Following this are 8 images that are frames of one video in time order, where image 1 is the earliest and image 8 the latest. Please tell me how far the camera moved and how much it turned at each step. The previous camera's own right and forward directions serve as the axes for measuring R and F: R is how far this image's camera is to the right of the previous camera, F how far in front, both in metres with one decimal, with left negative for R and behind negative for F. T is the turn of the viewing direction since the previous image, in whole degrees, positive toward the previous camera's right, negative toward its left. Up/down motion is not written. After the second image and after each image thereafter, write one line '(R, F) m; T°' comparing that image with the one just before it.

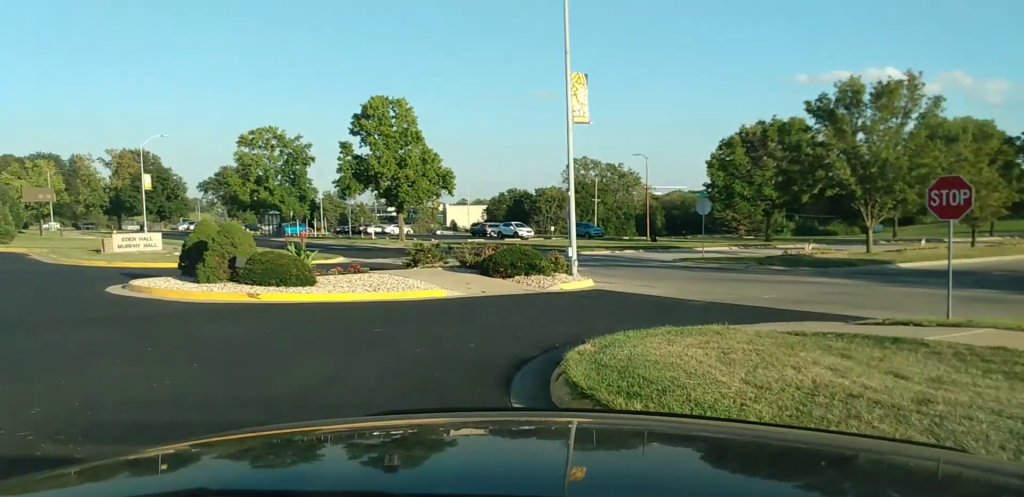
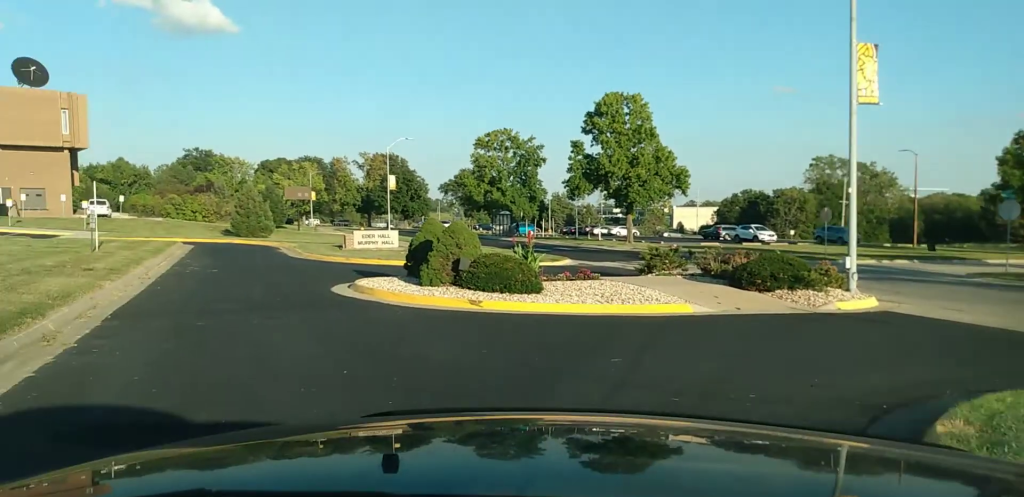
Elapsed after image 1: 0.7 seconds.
(-0.2, +2.7) m; -12°
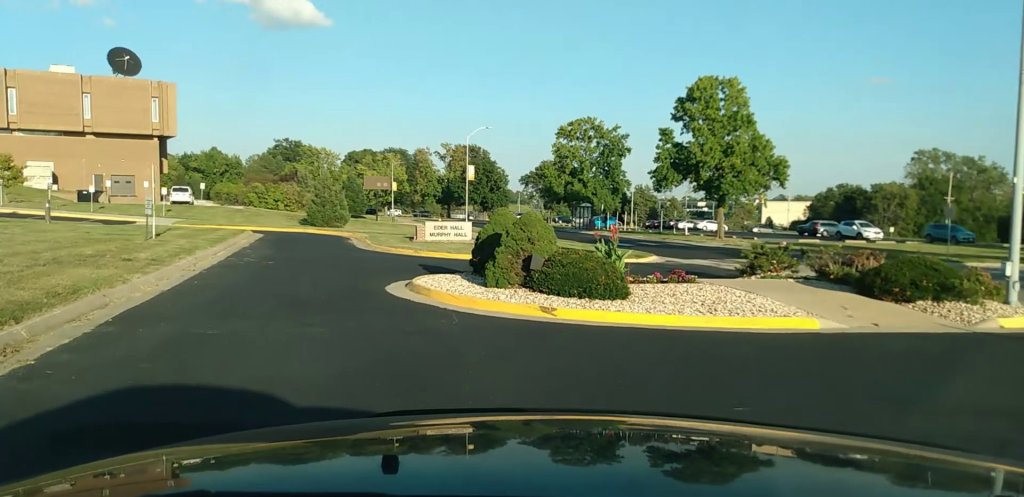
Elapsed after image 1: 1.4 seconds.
(-0.3, +2.7) m; -1°
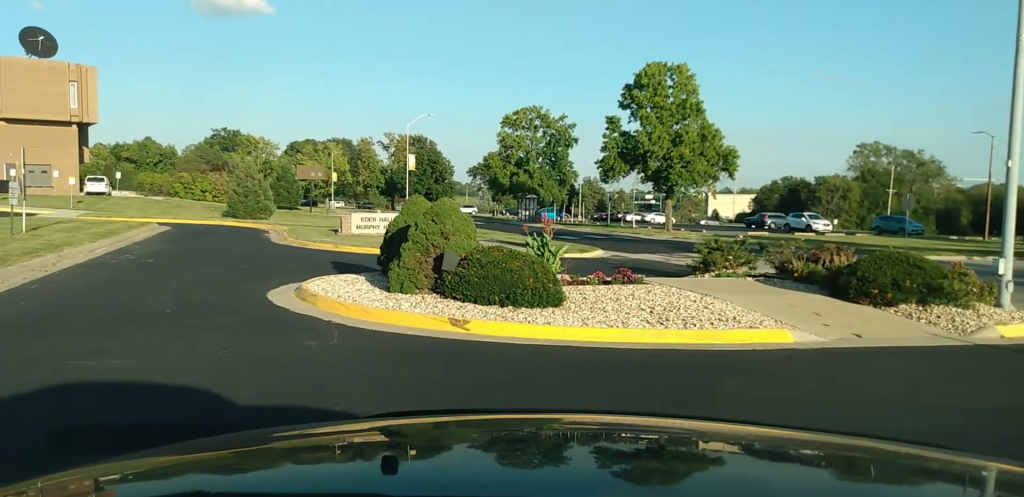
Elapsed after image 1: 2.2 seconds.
(0.0, +2.9) m; +3°
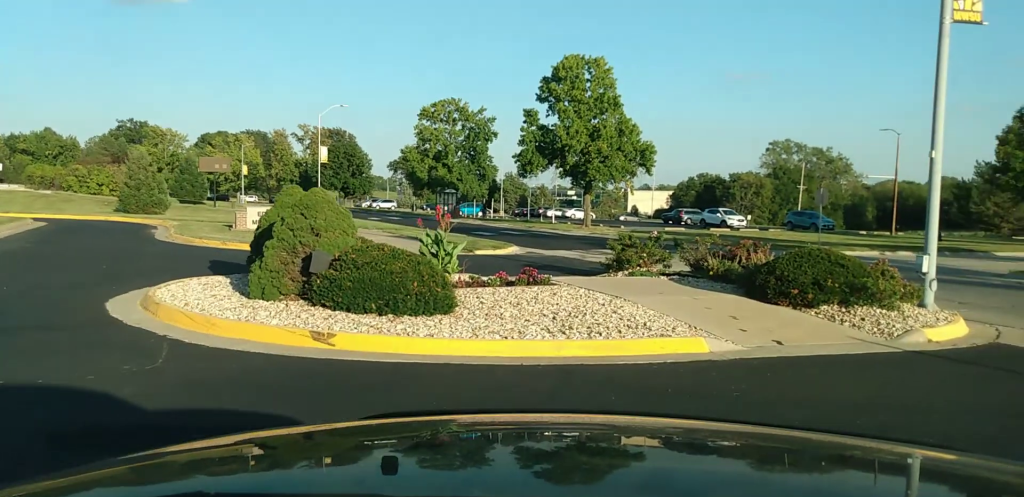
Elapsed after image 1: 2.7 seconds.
(0.0, +1.8) m; +4°
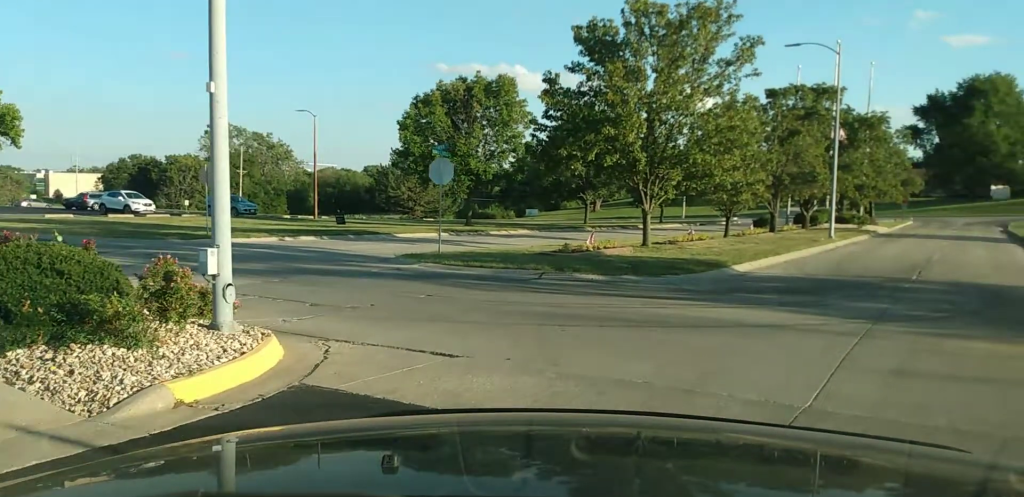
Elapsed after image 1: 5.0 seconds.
(+1.6, +6.5) m; +32°
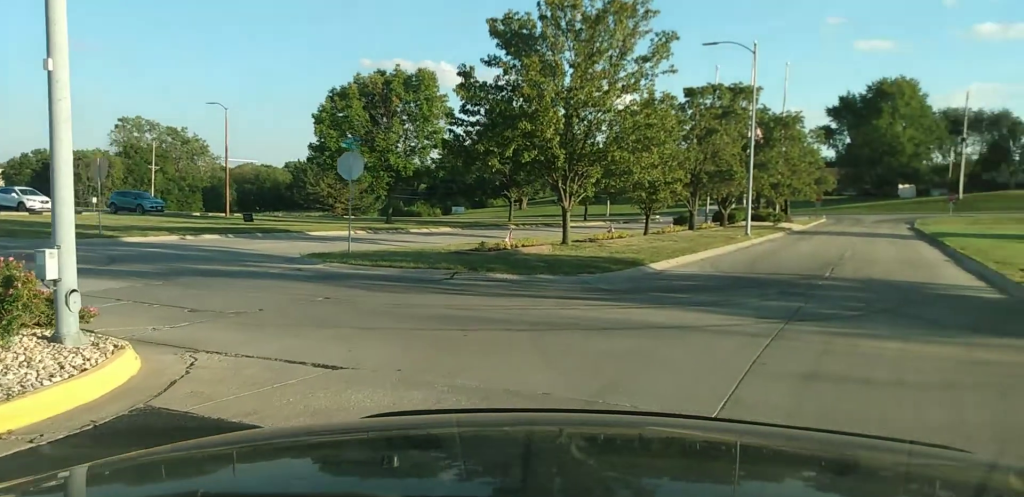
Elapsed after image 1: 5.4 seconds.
(+0.1, +0.9) m; +7°
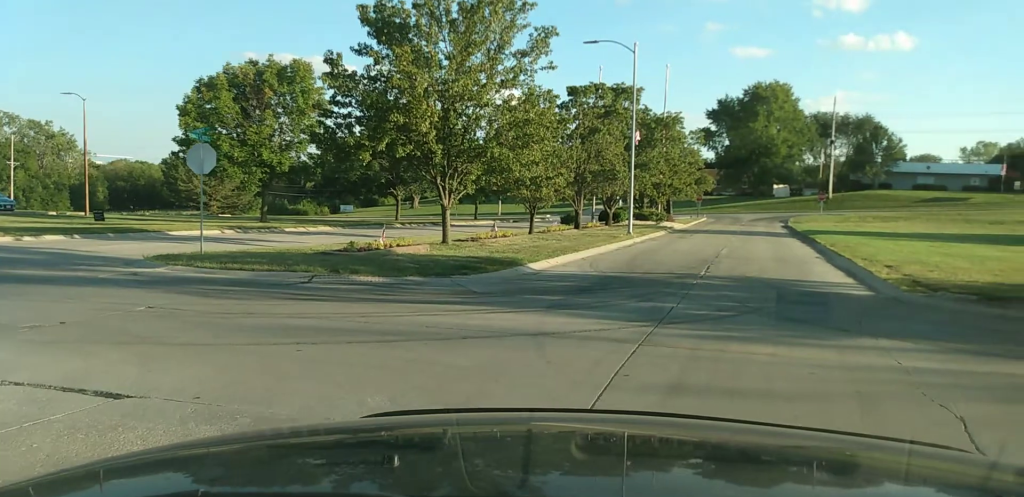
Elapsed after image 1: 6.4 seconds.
(+0.2, +1.8) m; +9°
